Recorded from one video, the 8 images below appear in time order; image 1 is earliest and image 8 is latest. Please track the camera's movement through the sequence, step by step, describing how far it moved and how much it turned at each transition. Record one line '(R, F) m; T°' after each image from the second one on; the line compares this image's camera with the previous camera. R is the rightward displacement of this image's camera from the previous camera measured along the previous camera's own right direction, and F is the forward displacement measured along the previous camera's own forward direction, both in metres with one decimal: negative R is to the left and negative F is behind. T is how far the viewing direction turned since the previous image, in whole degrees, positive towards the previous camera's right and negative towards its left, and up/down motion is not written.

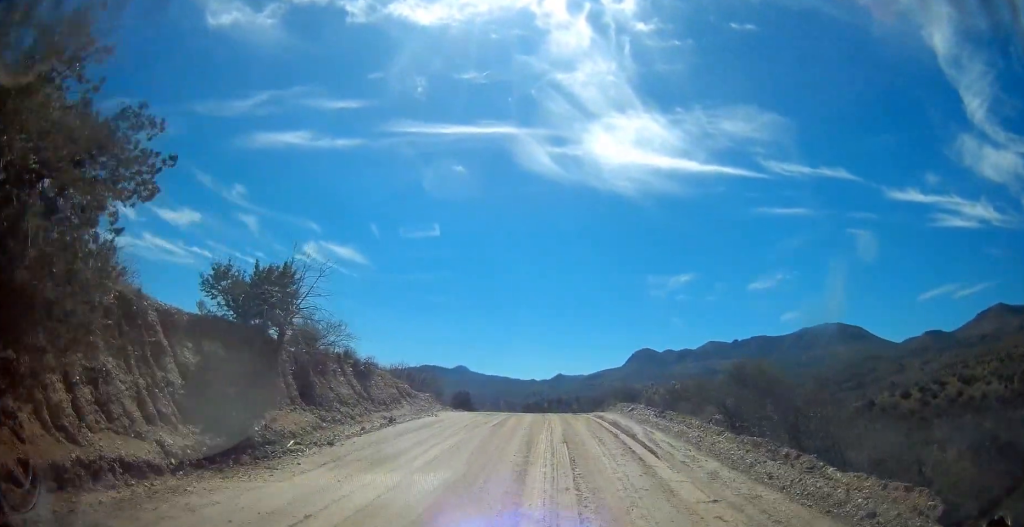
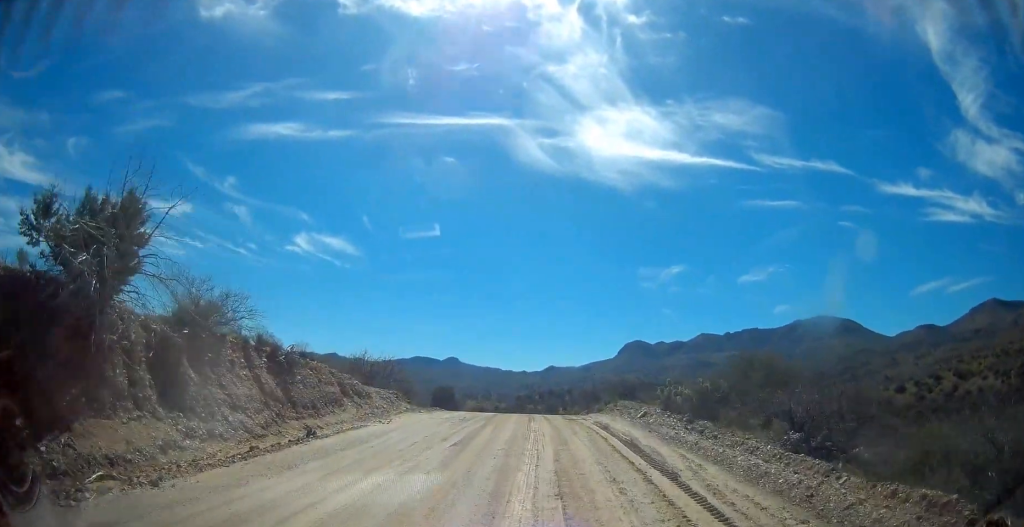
(0.0, +5.1) m; 0°
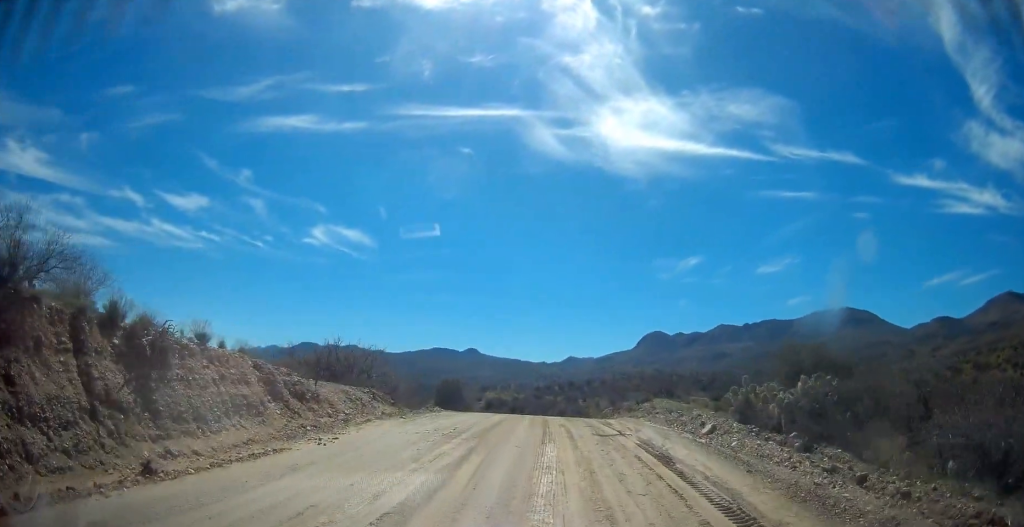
(0.0, +5.7) m; 0°
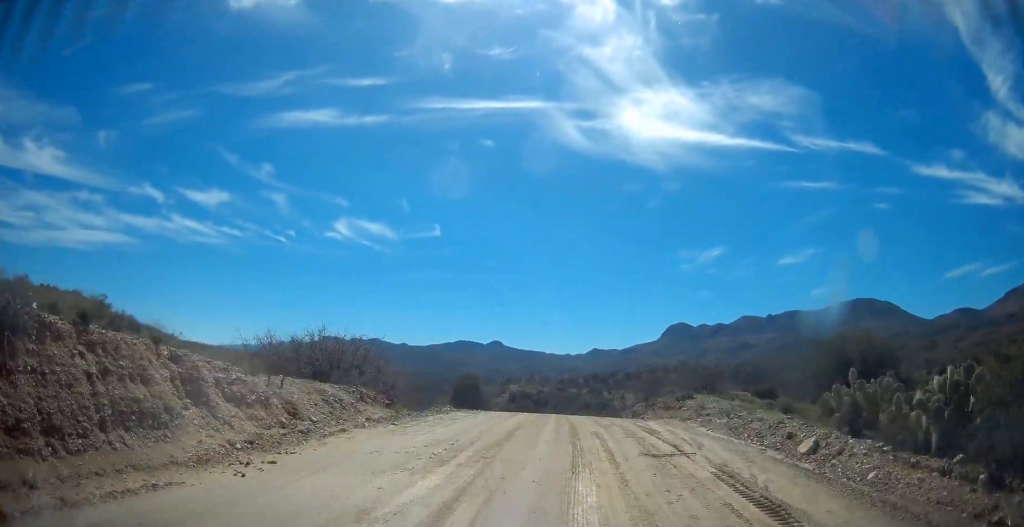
(0.0, +3.8) m; 0°
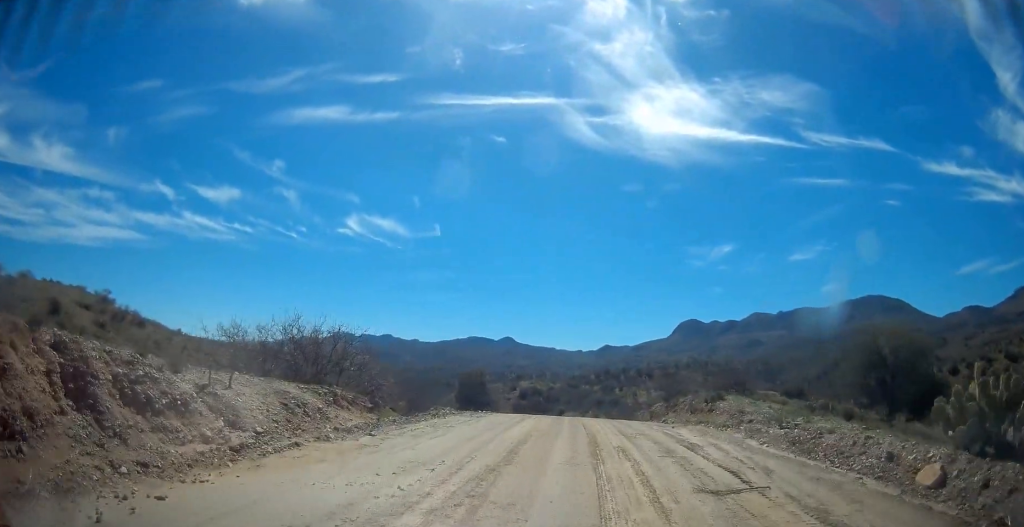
(0.0, +2.9) m; 0°
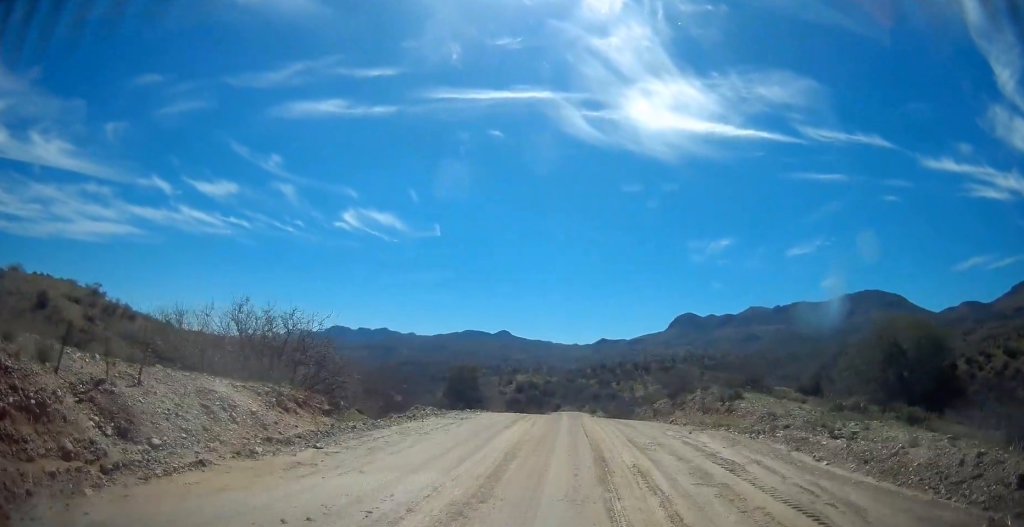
(0.0, +2.7) m; 0°
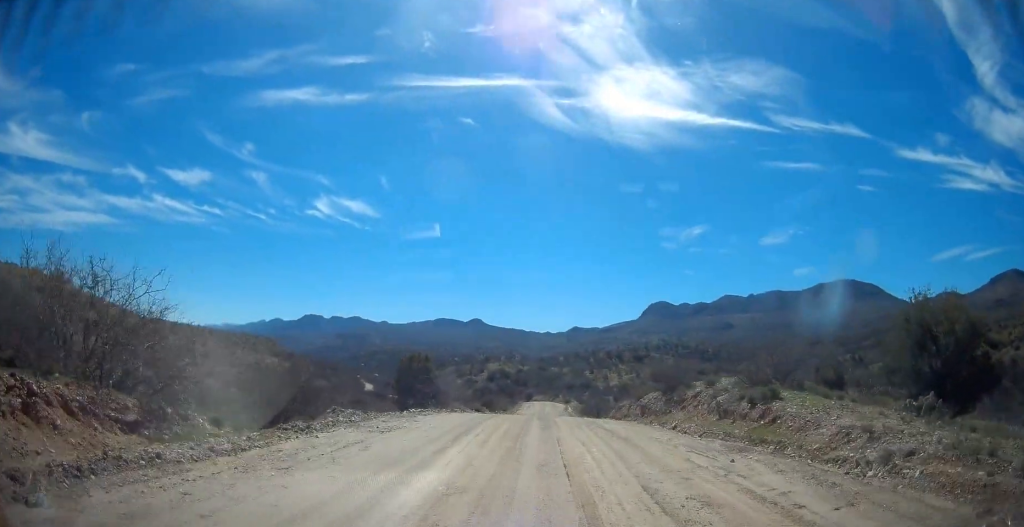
(+0.1, +5.6) m; 0°
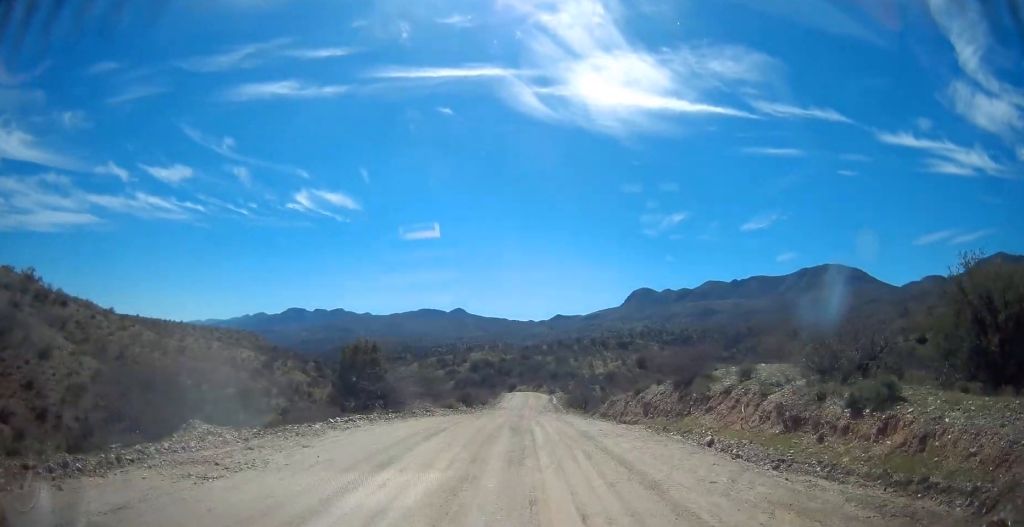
(0.0, +6.0) m; 0°
